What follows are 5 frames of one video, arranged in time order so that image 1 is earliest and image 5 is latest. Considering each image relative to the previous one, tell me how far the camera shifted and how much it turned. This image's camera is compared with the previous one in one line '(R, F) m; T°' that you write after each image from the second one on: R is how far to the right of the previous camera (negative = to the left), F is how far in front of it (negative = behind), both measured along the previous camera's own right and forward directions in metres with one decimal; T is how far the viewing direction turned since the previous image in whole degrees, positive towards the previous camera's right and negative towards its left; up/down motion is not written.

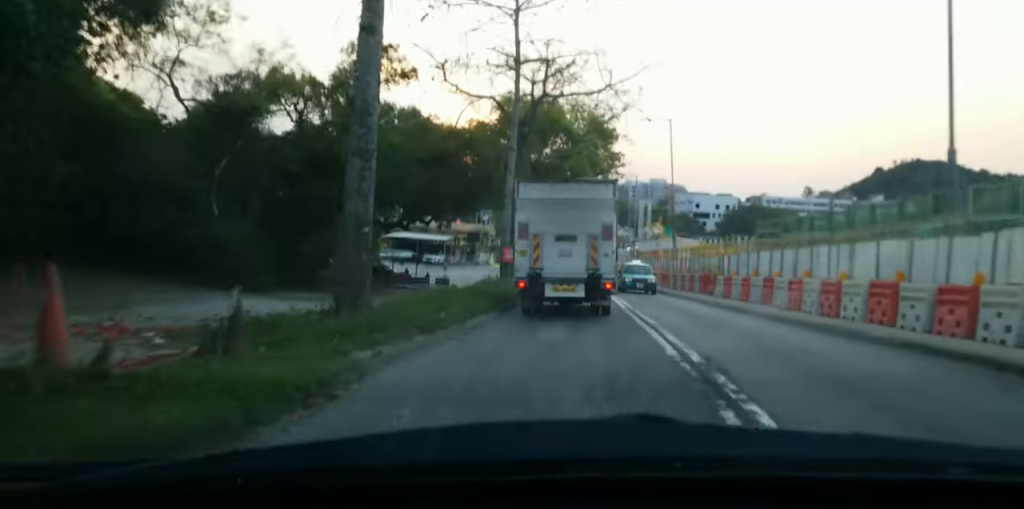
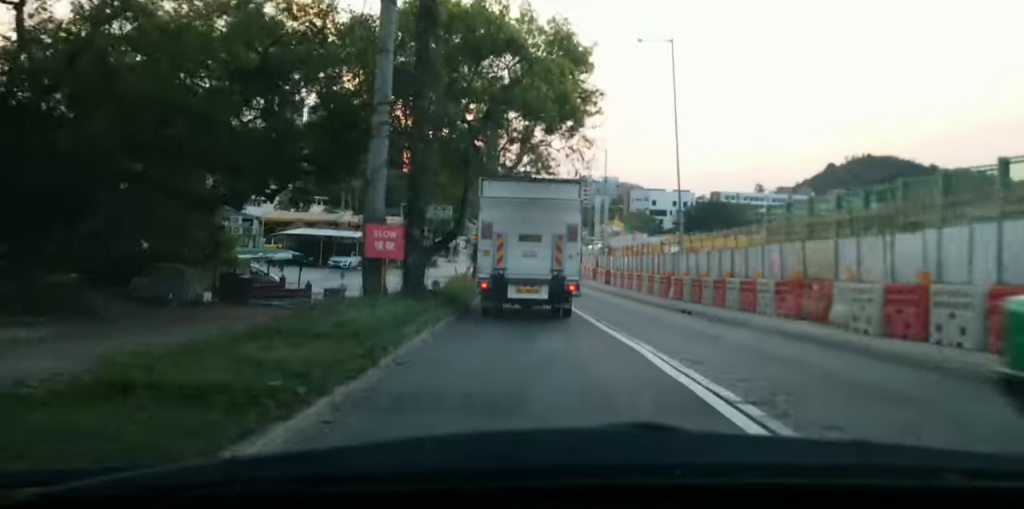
(+0.3, +18.7) m; +1°
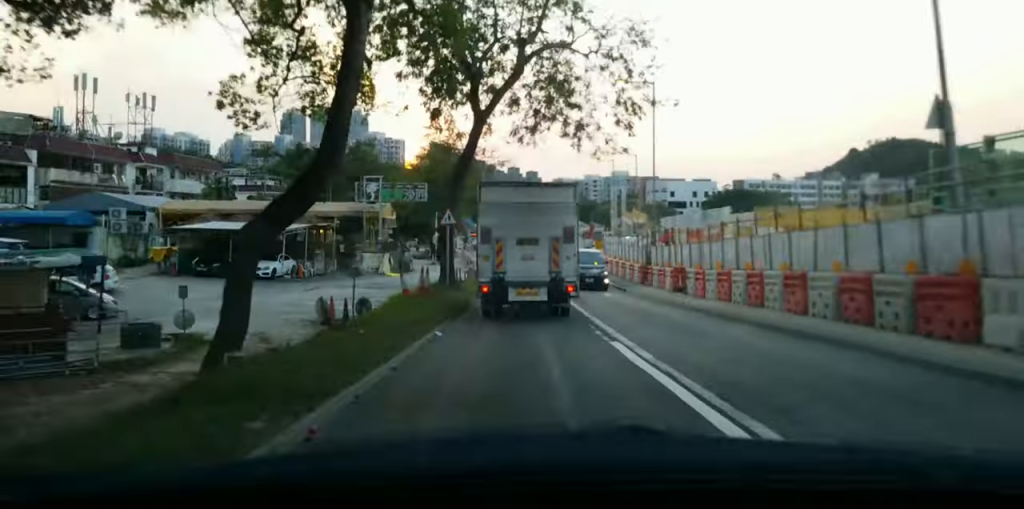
(0.0, +20.9) m; 0°
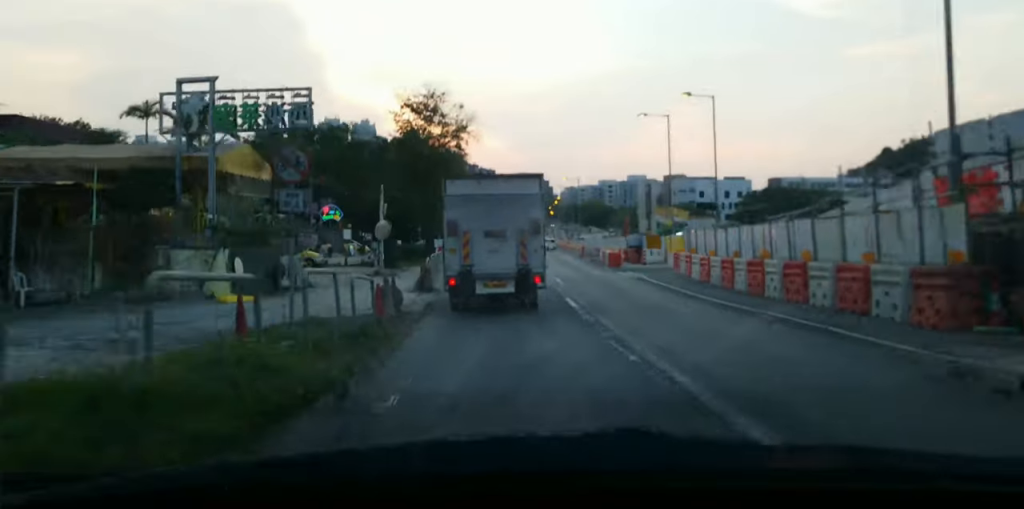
(+0.8, +26.7) m; +3°
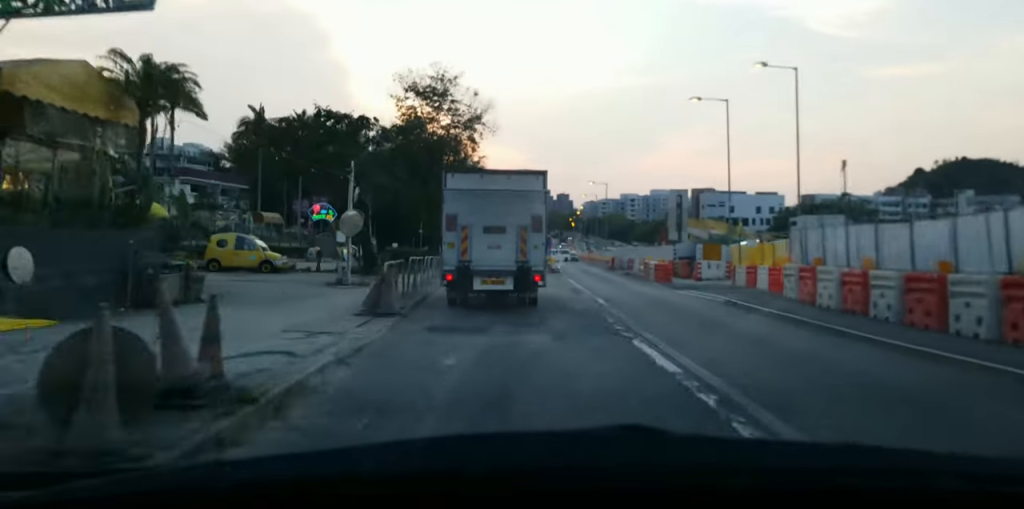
(-0.1, +10.6) m; -2°
